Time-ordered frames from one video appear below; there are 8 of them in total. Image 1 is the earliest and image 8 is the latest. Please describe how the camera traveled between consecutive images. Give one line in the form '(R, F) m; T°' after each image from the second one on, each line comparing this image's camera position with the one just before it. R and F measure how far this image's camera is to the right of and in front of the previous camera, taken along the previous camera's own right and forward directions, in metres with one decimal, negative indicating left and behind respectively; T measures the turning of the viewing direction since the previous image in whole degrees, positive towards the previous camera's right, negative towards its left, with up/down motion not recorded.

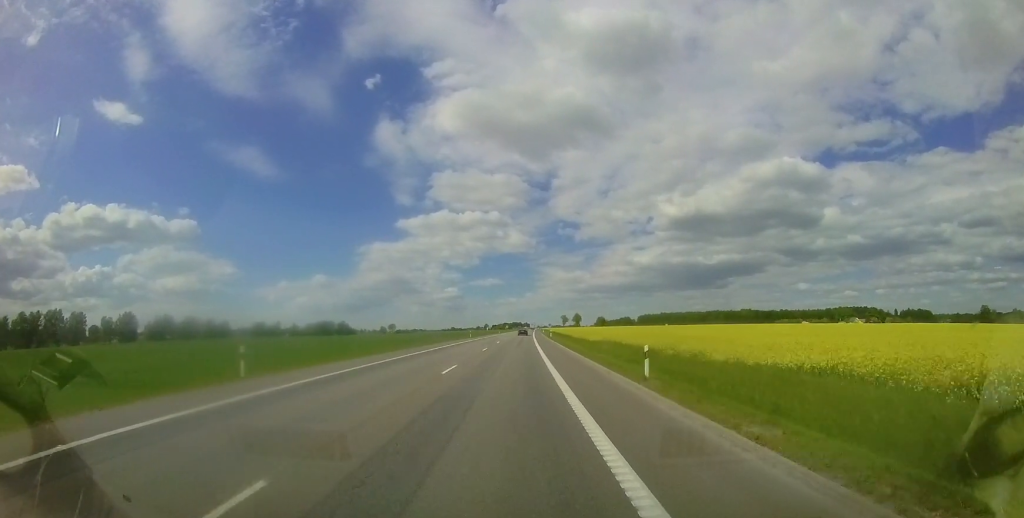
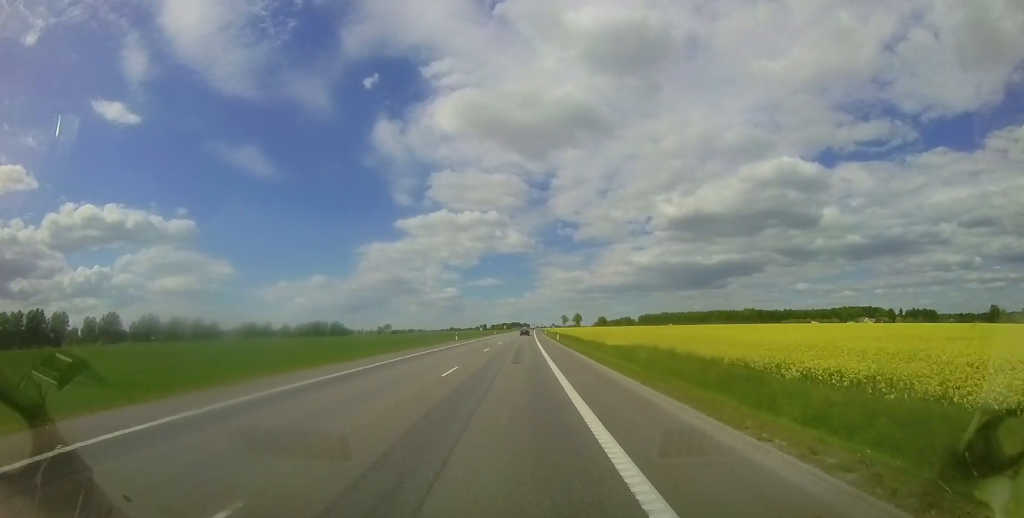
(0.0, +12.8) m; +1°
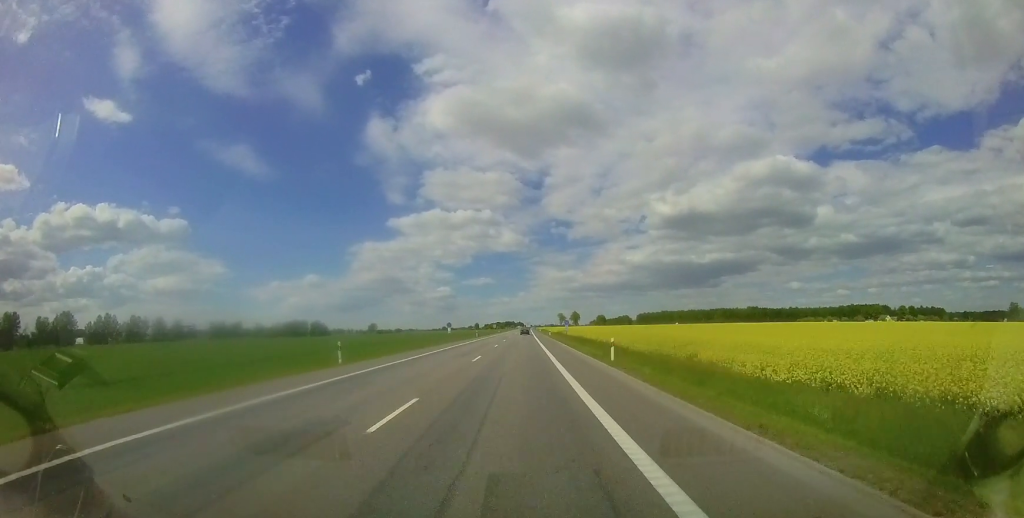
(+0.4, +30.4) m; +1°
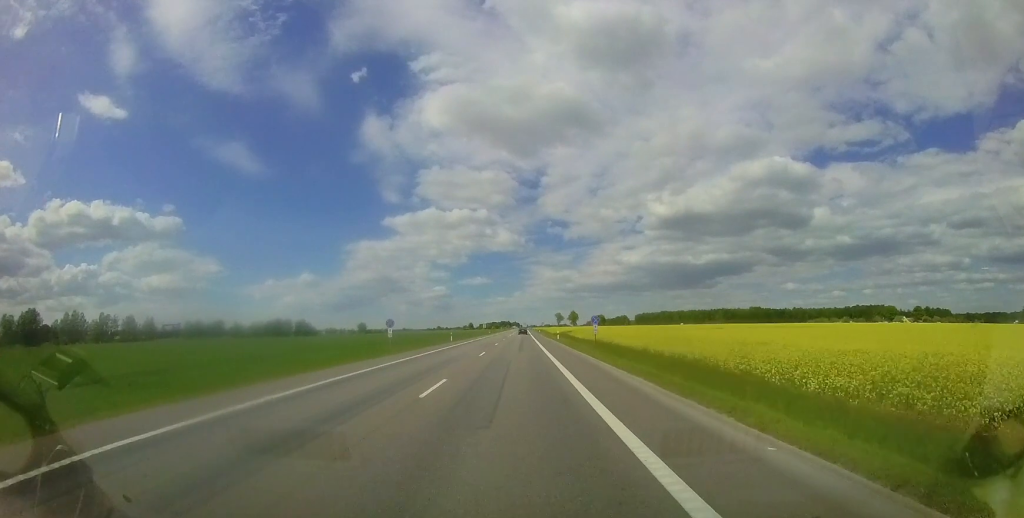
(+0.1, +21.6) m; +1°
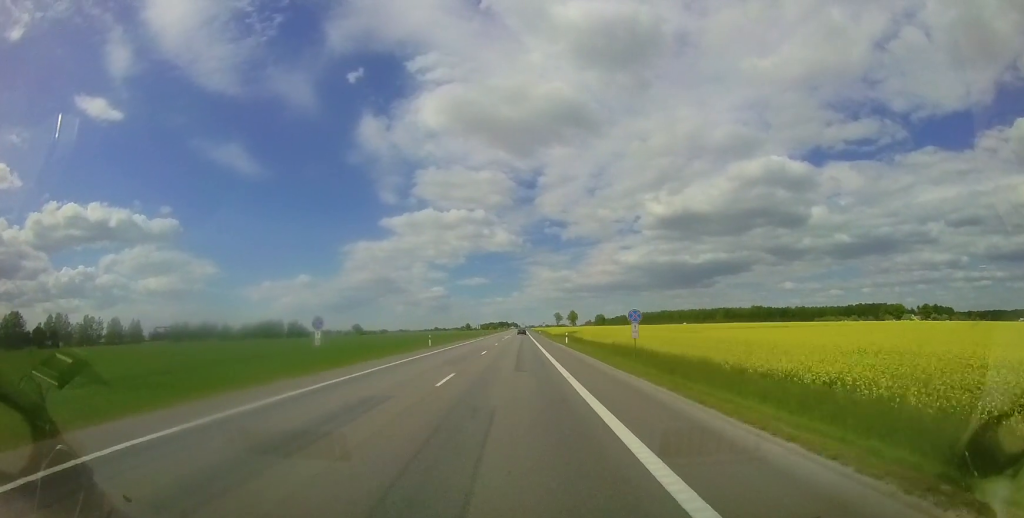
(+0.1, +9.8) m; 0°
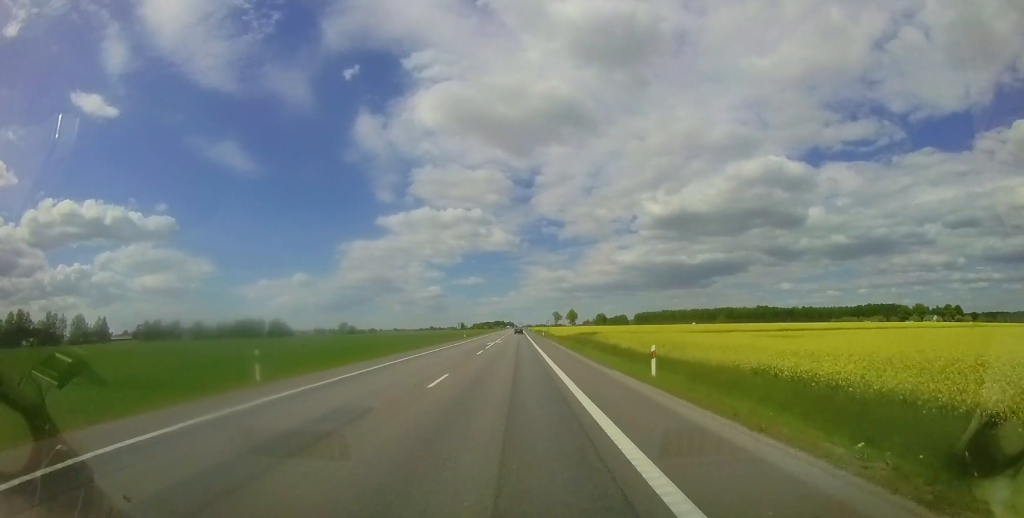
(+0.1, +24.6) m; 0°
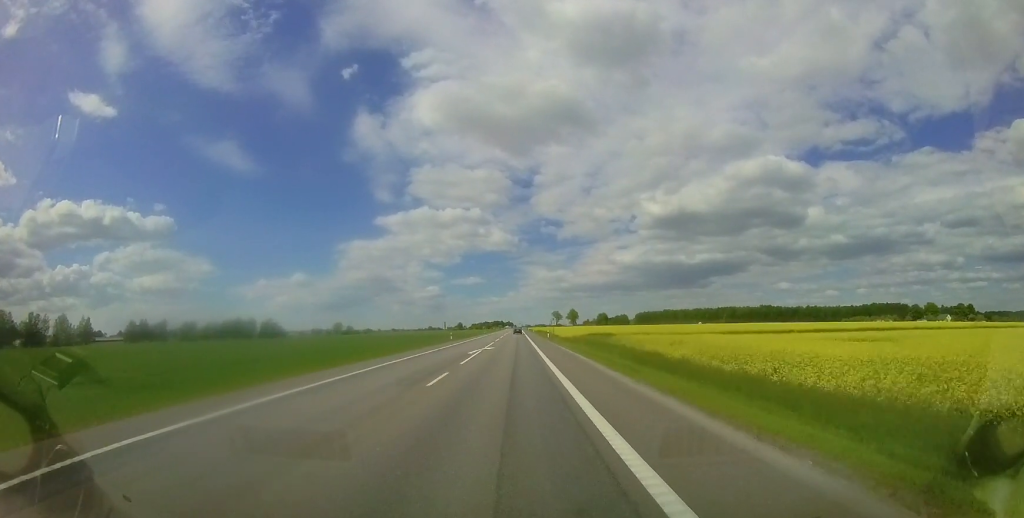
(0.0, +11.8) m; 0°
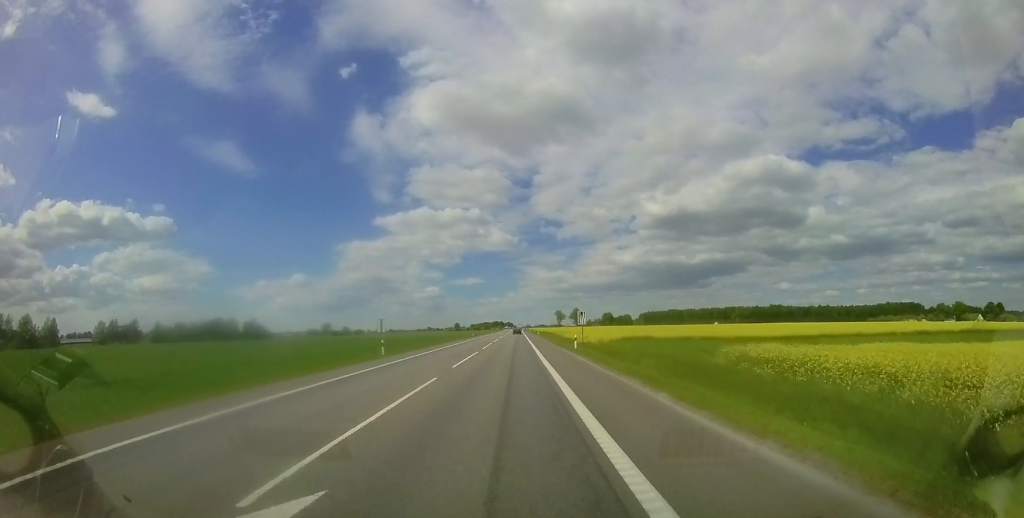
(0.0, +25.6) m; 0°
